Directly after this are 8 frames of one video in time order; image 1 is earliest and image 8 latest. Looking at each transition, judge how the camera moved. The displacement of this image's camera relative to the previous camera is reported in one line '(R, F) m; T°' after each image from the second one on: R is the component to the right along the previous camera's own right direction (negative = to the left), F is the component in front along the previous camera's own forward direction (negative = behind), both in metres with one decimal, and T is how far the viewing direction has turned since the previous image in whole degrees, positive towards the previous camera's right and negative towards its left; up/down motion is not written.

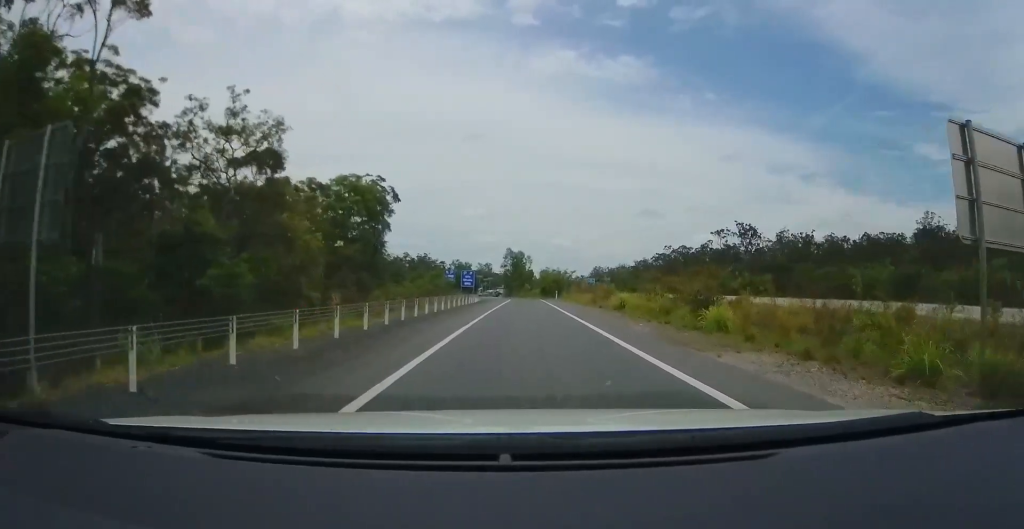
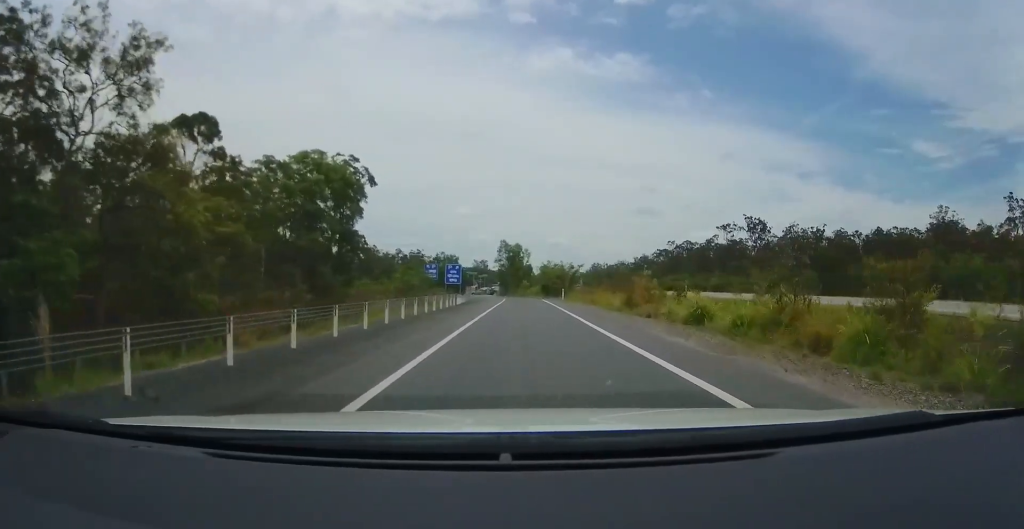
(+0.1, +11.2) m; +1°
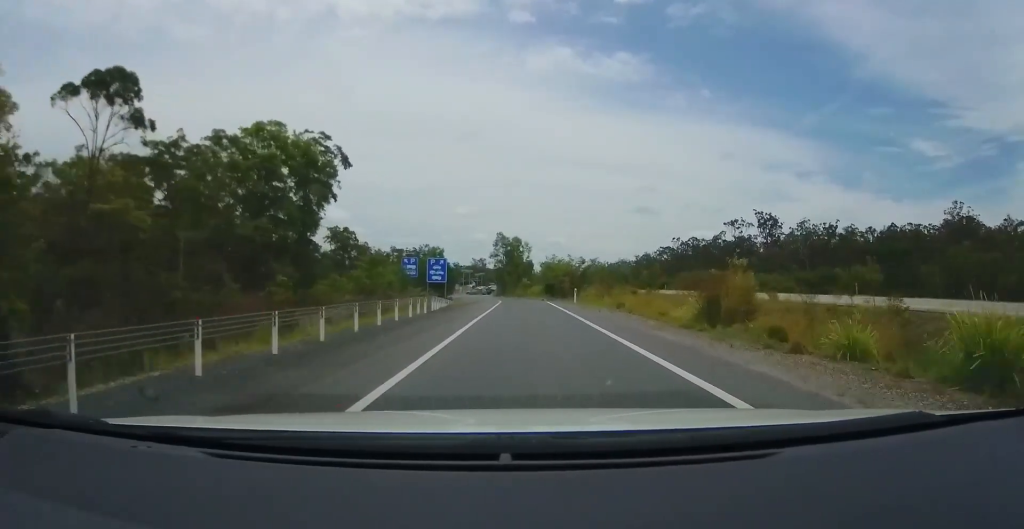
(+0.1, +9.1) m; +2°
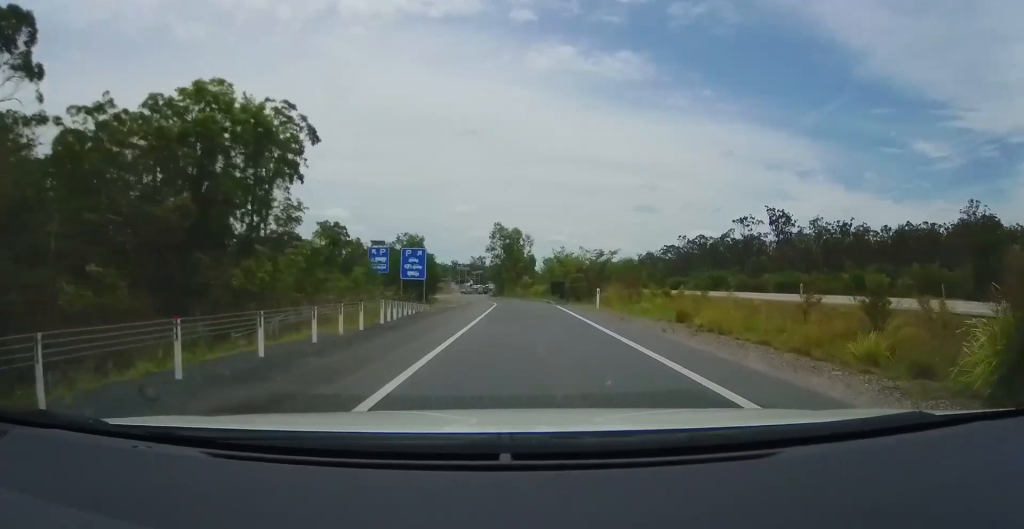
(+0.1, +9.2) m; -1°
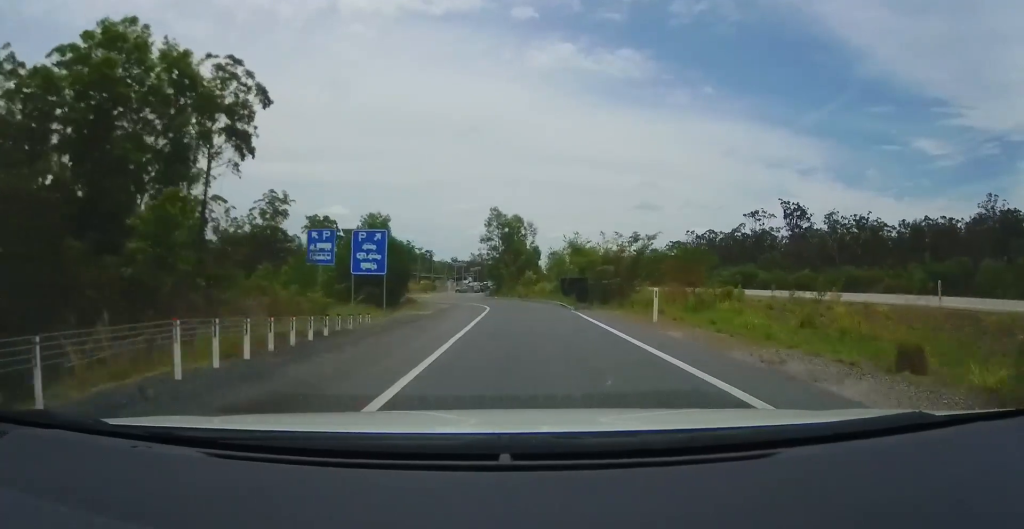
(-0.1, +10.3) m; +1°
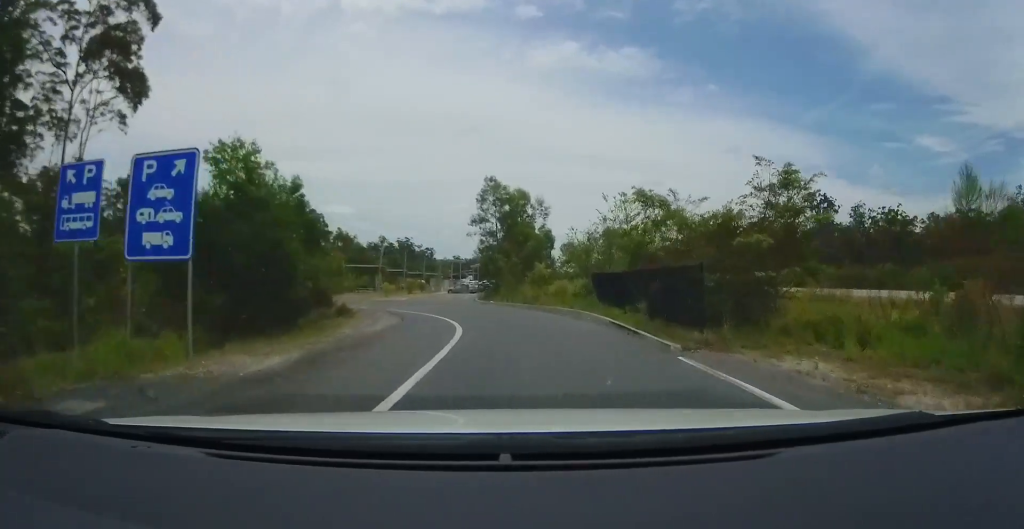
(+0.4, +15.1) m; +2°
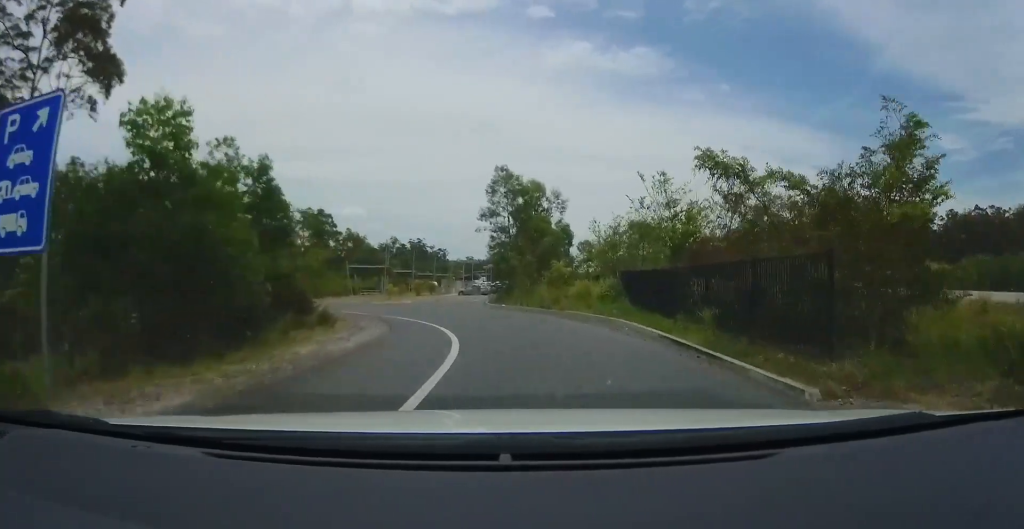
(0.0, +3.9) m; -2°
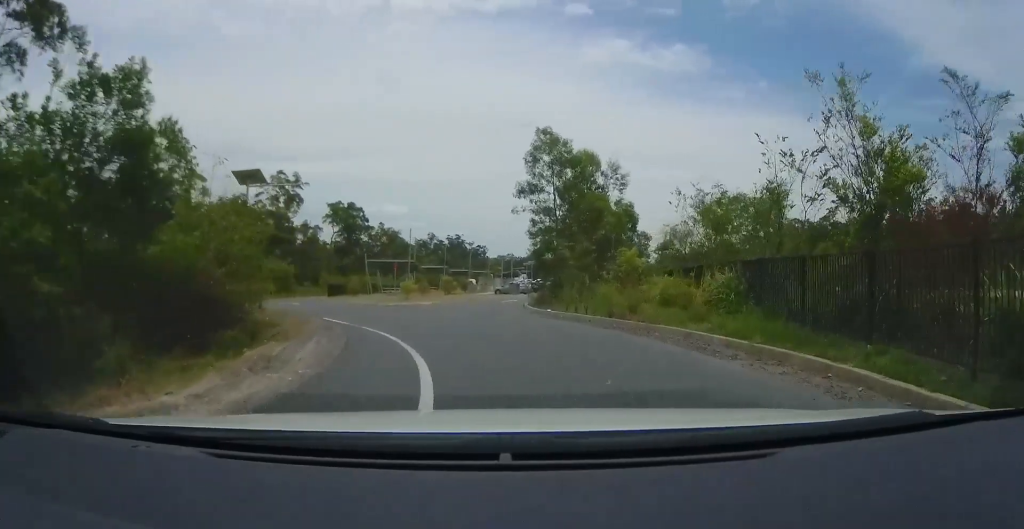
(-0.1, +8.4) m; -6°
